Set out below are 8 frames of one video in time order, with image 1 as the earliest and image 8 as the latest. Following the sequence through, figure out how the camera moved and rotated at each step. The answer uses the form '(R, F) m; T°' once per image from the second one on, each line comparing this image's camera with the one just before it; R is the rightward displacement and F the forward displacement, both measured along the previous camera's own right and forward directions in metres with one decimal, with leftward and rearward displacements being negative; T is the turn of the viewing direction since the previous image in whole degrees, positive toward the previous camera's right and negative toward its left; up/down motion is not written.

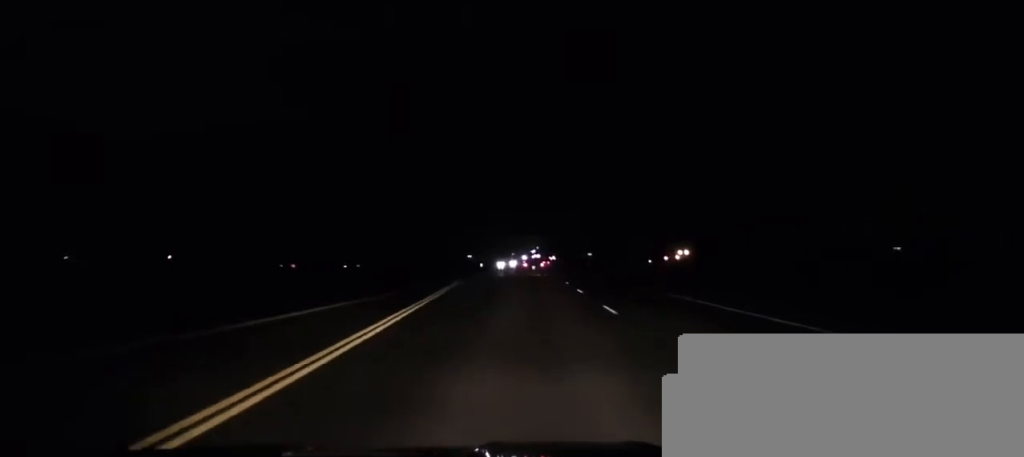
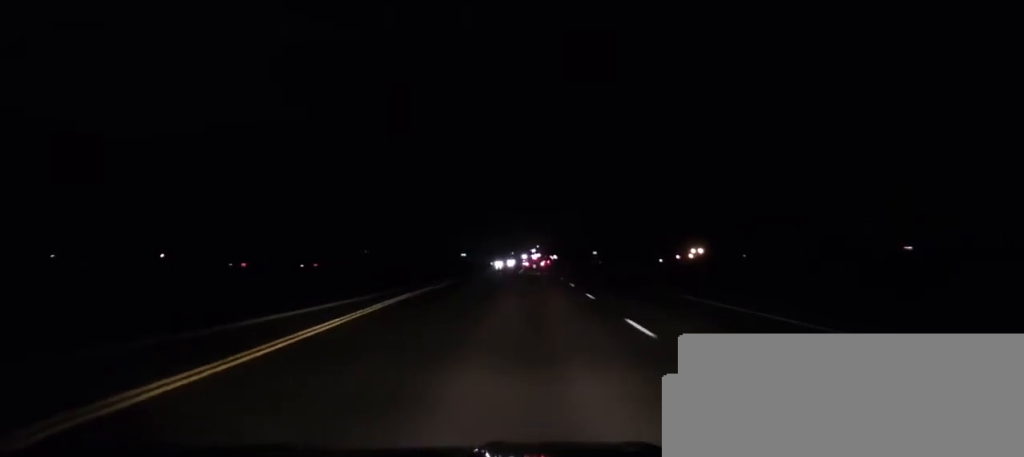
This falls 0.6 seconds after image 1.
(0.0, +18.3) m; 0°
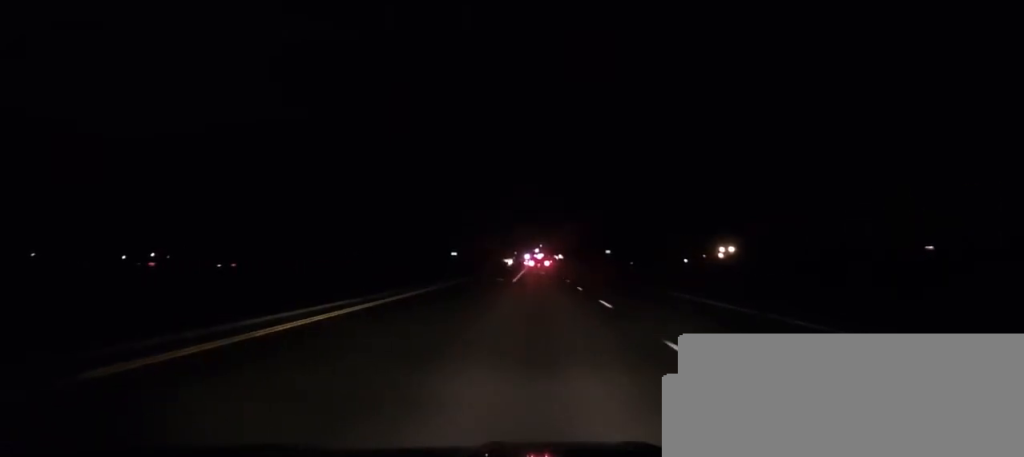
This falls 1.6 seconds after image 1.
(+0.3, +28.7) m; 0°
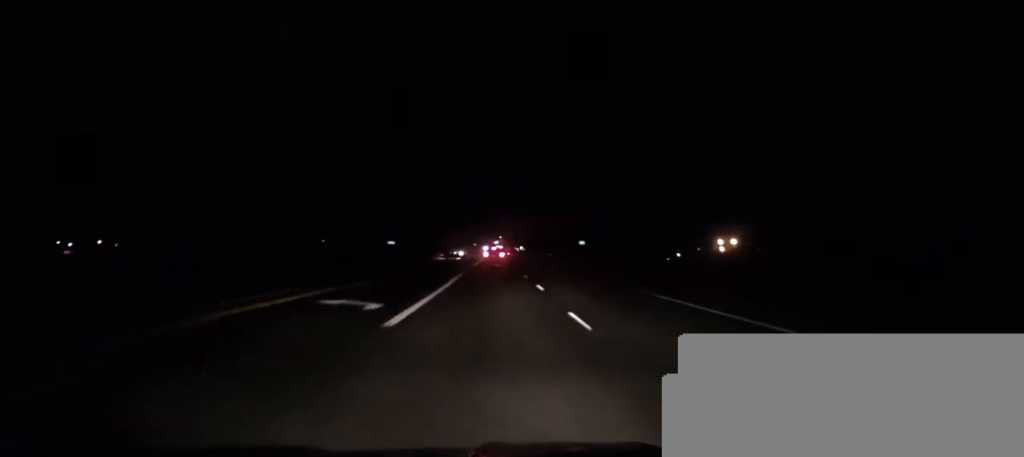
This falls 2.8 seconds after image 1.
(-0.4, +33.2) m; 0°
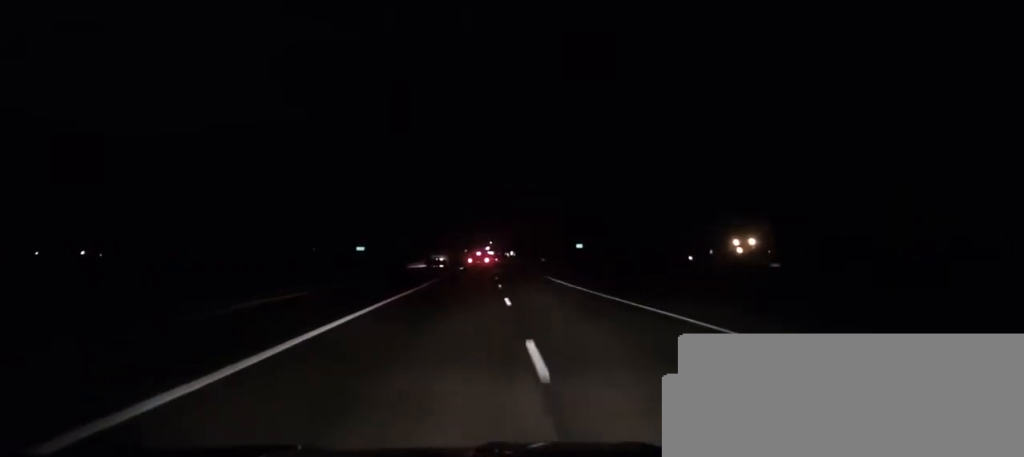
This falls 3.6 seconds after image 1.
(0.0, +19.4) m; +1°
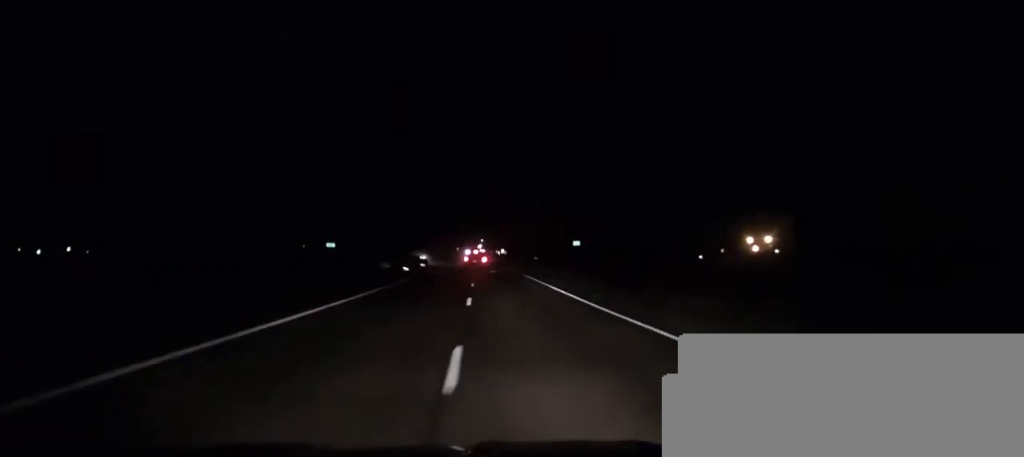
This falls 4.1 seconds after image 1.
(+0.2, +13.9) m; +1°
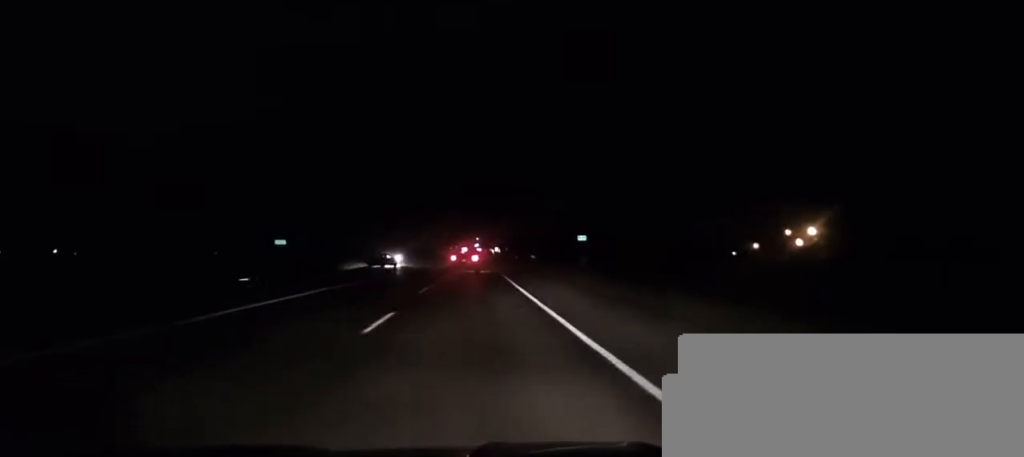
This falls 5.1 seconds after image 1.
(+0.5, +21.4) m; +2°
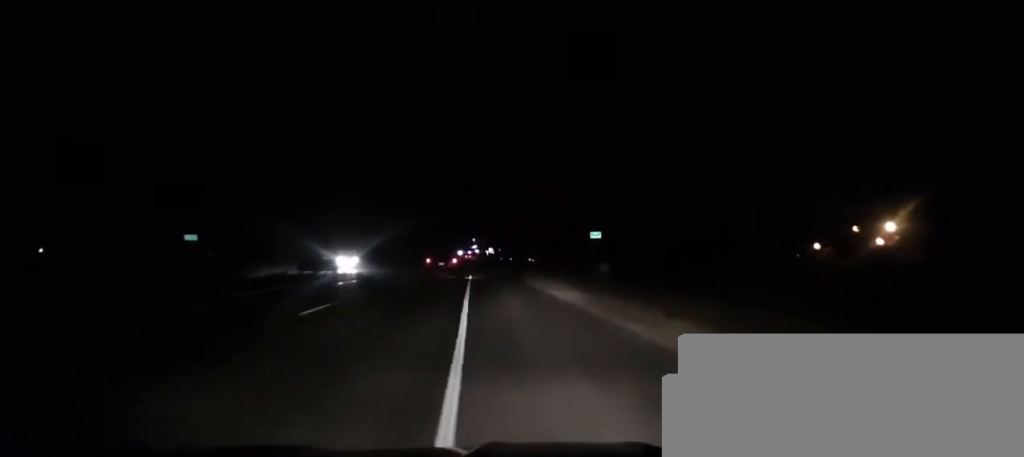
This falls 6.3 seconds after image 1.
(+0.3, +24.7) m; +1°
